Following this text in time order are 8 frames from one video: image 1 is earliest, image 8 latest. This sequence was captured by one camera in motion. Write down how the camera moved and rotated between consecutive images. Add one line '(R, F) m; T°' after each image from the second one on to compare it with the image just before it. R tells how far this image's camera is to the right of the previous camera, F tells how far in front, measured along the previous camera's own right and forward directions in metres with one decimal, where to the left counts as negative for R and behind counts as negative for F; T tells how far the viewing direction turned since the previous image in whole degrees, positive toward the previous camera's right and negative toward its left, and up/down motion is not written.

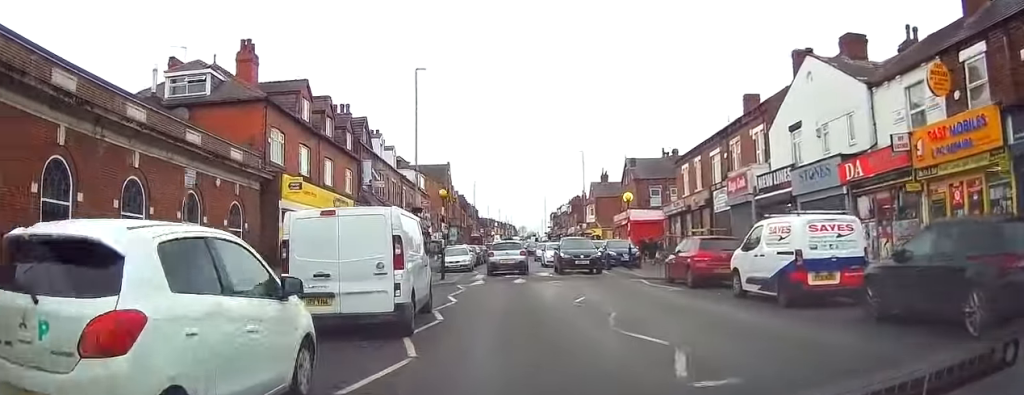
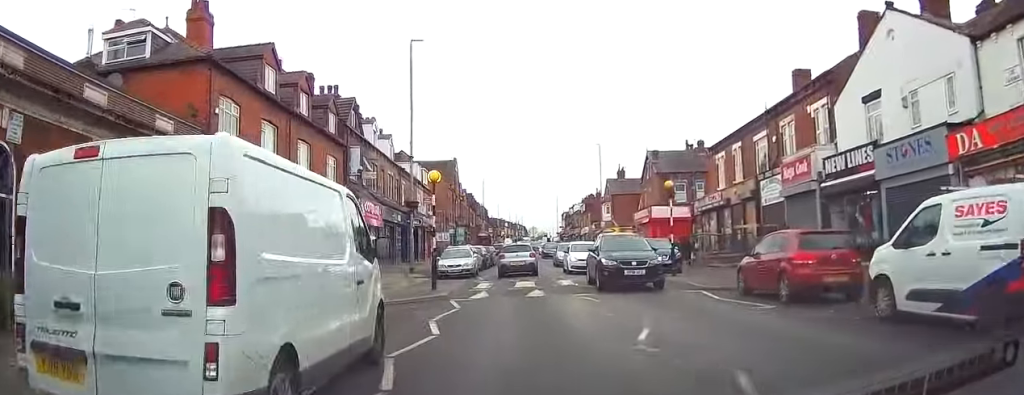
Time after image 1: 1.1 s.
(0.0, +6.2) m; -2°
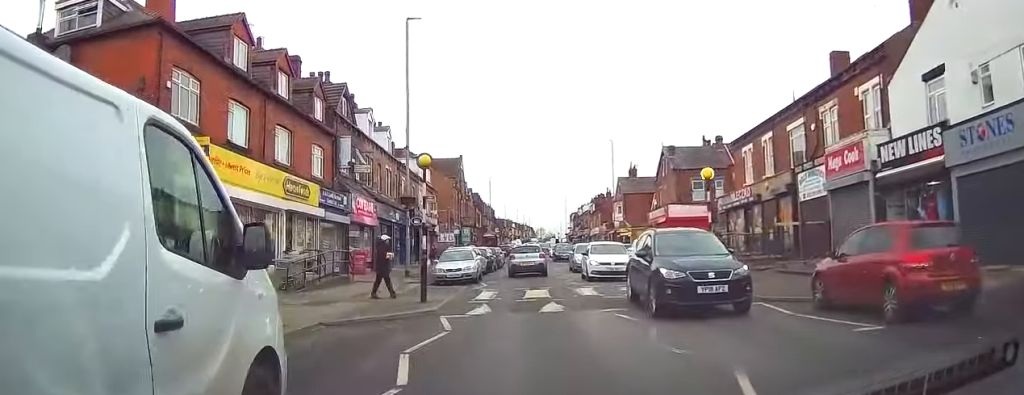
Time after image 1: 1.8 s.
(-0.1, +3.9) m; -1°
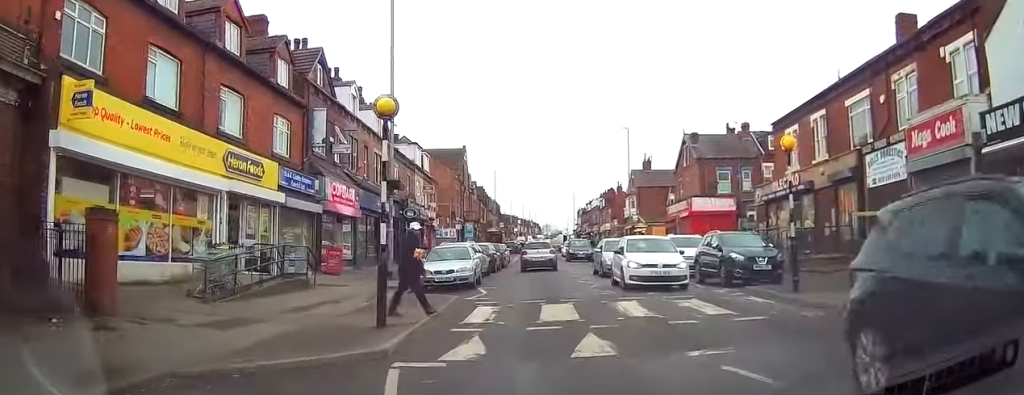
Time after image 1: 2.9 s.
(0.0, +5.7) m; 0°
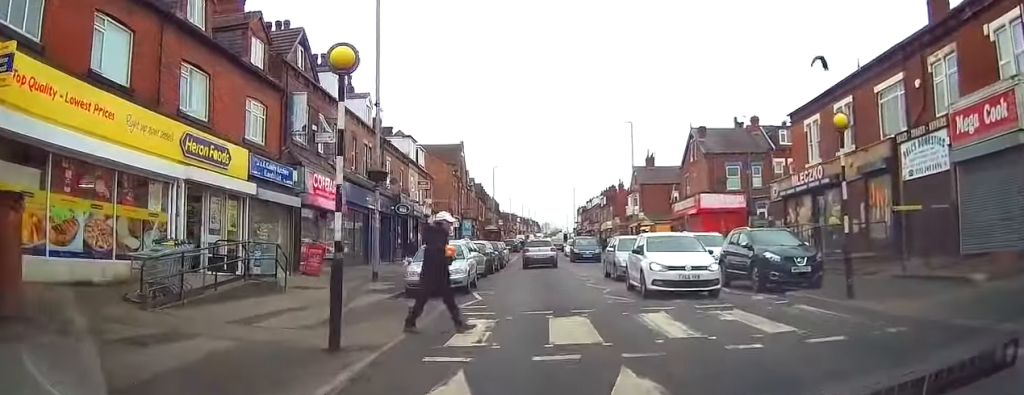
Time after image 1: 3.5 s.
(-0.1, +2.7) m; +1°
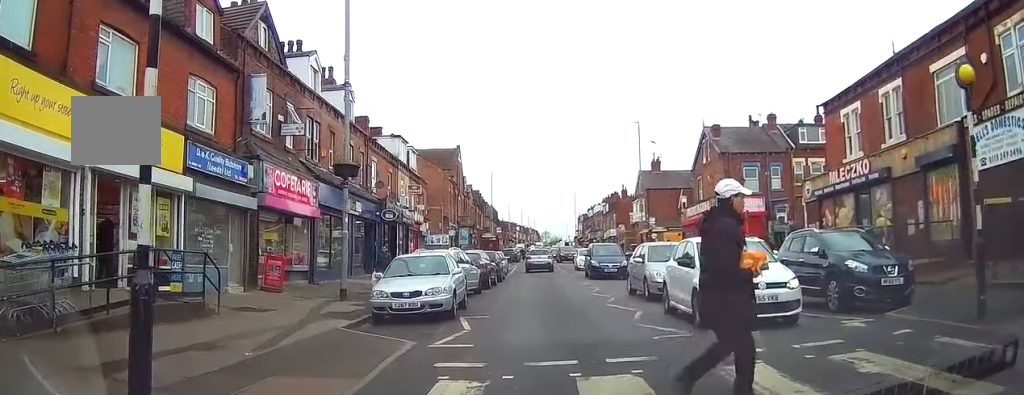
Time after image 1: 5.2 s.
(+0.3, +4.6) m; +4°
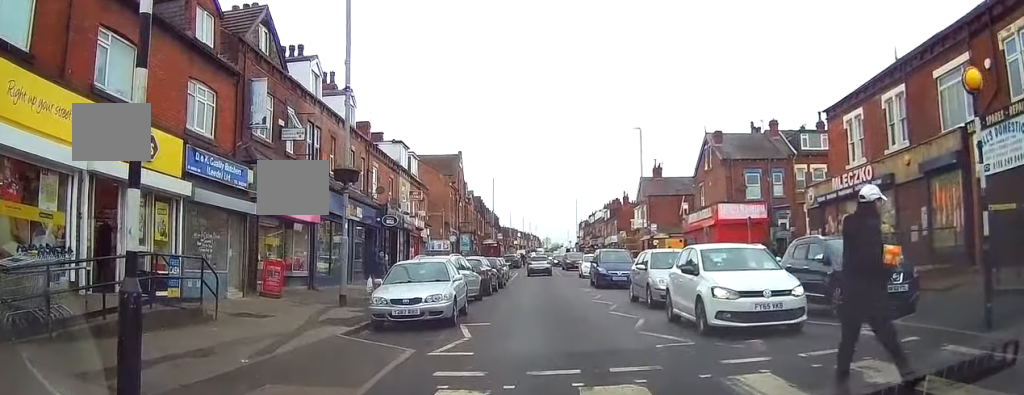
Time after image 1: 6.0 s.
(0.0, +0.5) m; 0°
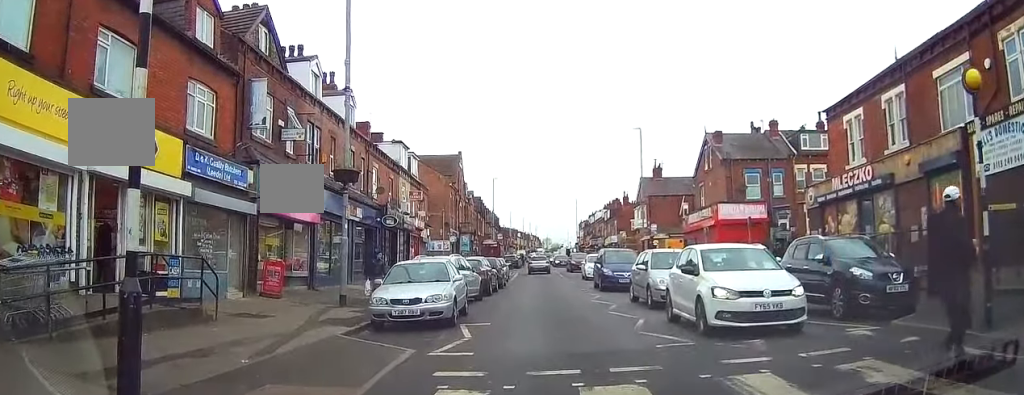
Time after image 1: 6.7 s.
(0.0, 0.0) m; 0°
